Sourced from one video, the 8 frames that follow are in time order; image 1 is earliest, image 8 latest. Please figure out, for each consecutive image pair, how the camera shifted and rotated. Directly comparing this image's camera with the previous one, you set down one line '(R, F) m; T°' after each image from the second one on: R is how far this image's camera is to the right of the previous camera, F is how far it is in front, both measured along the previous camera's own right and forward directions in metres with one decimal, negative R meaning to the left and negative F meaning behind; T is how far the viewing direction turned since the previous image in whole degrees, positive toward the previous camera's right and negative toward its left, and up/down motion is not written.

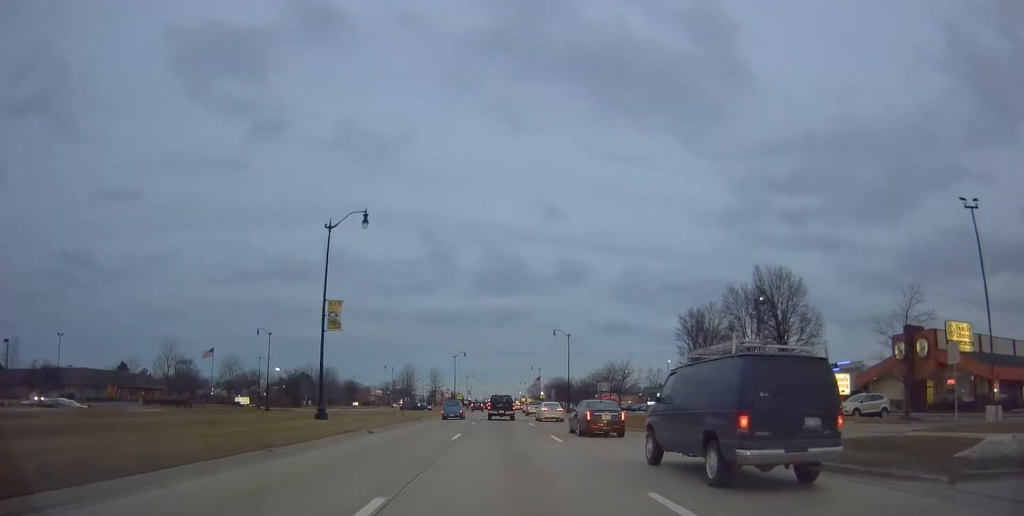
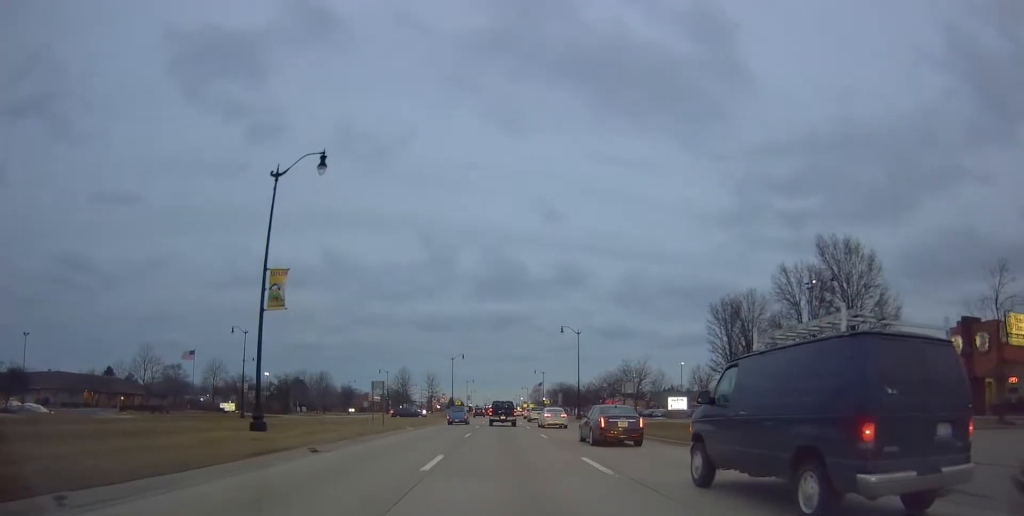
(+0.5, +8.4) m; 0°
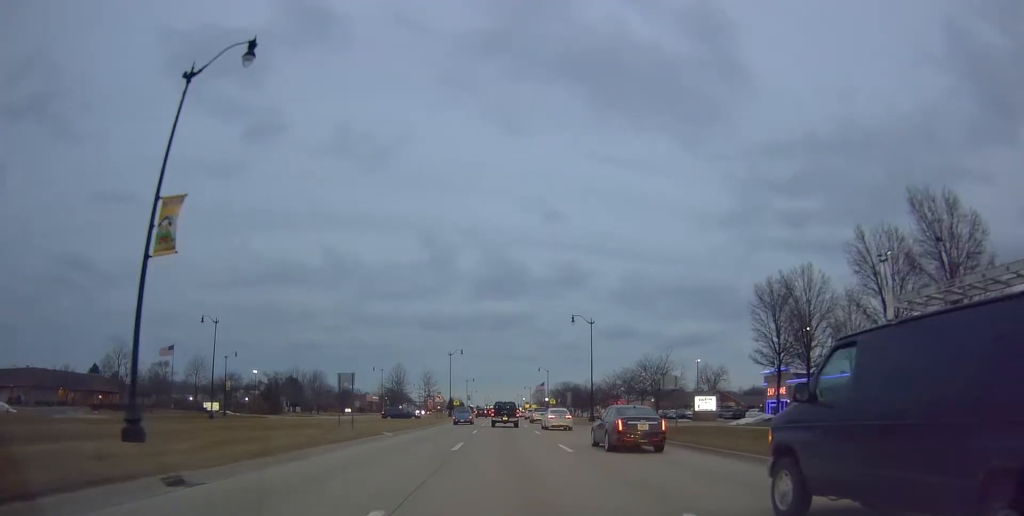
(-0.4, +8.4) m; 0°
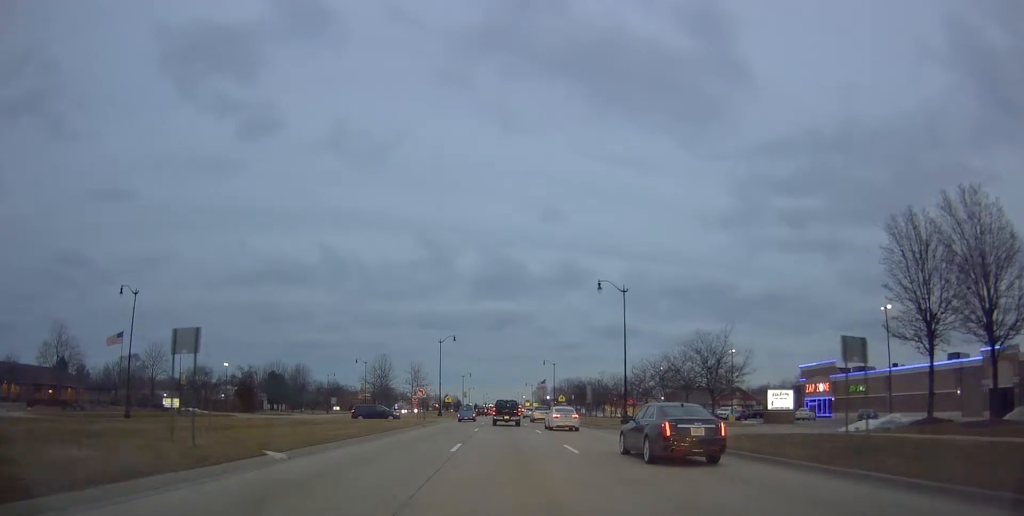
(+0.1, +14.9) m; +2°
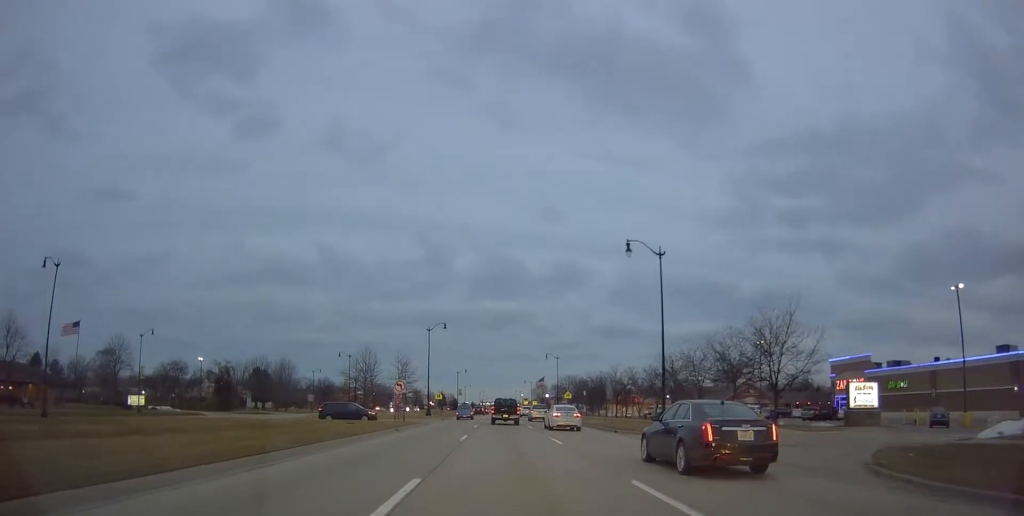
(+0.2, +10.3) m; +1°
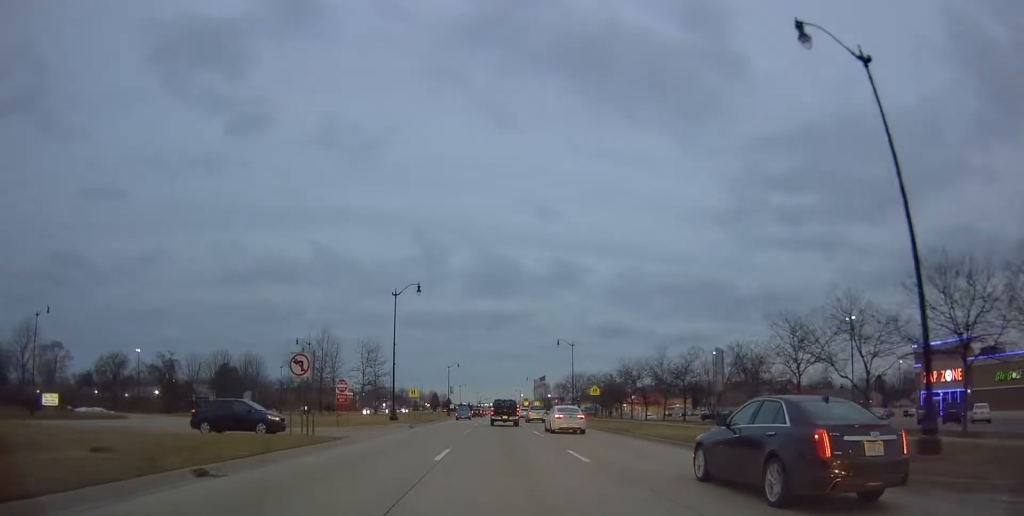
(-0.4, +21.8) m; -1°
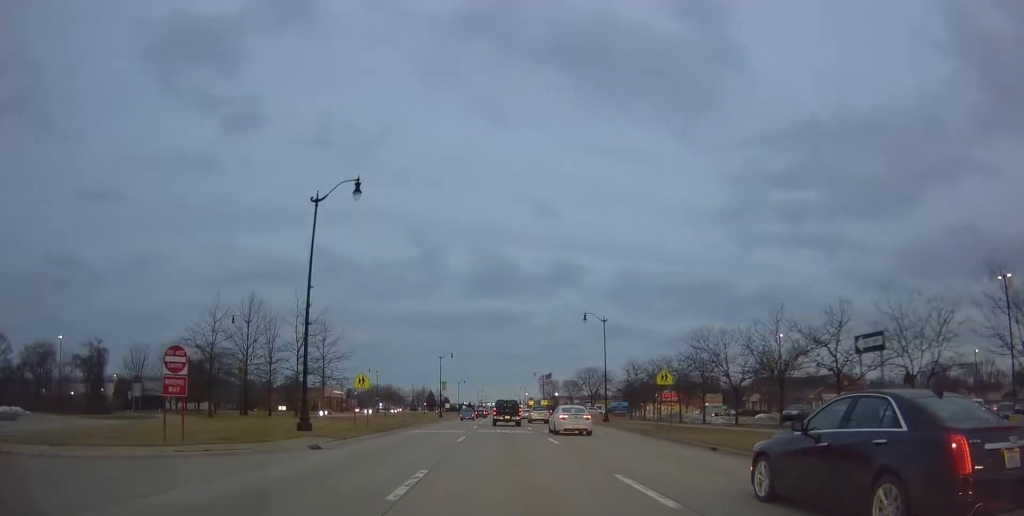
(+0.4, +22.0) m; +1°
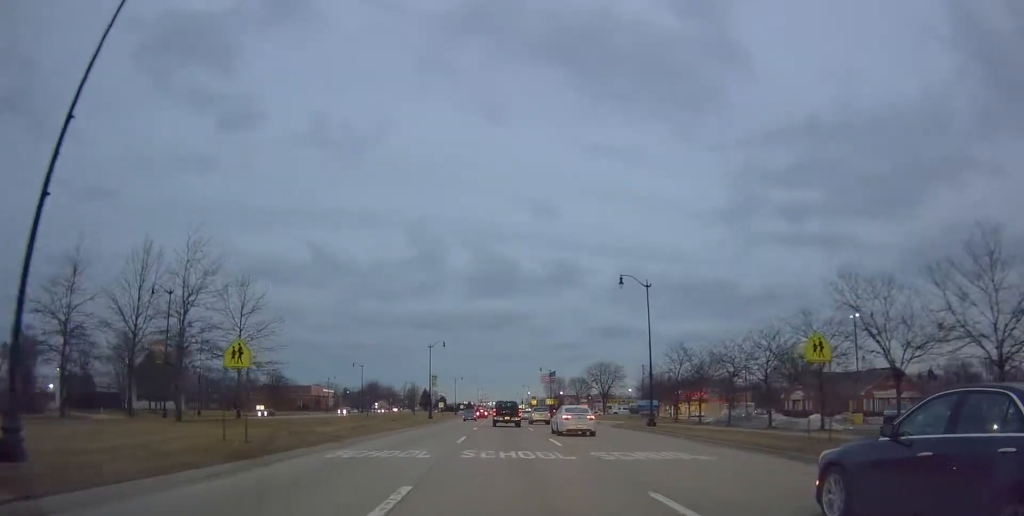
(-0.3, +16.5) m; -2°
